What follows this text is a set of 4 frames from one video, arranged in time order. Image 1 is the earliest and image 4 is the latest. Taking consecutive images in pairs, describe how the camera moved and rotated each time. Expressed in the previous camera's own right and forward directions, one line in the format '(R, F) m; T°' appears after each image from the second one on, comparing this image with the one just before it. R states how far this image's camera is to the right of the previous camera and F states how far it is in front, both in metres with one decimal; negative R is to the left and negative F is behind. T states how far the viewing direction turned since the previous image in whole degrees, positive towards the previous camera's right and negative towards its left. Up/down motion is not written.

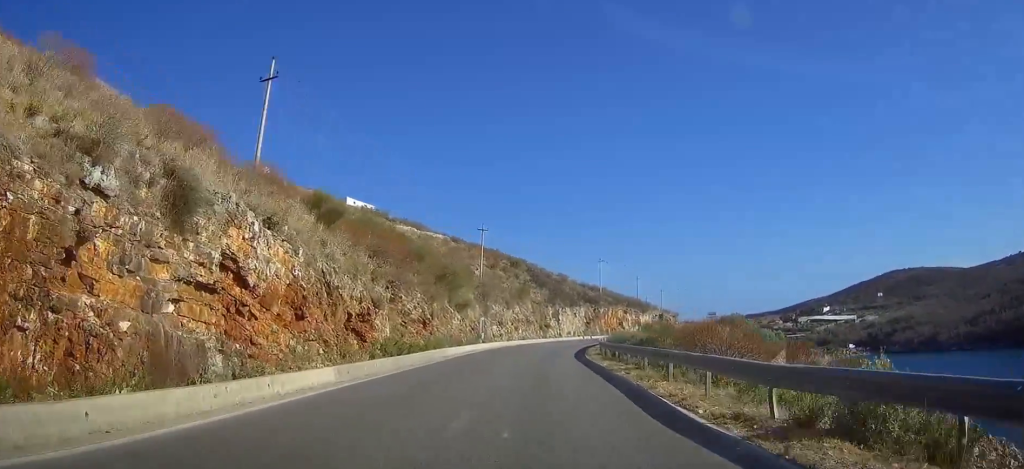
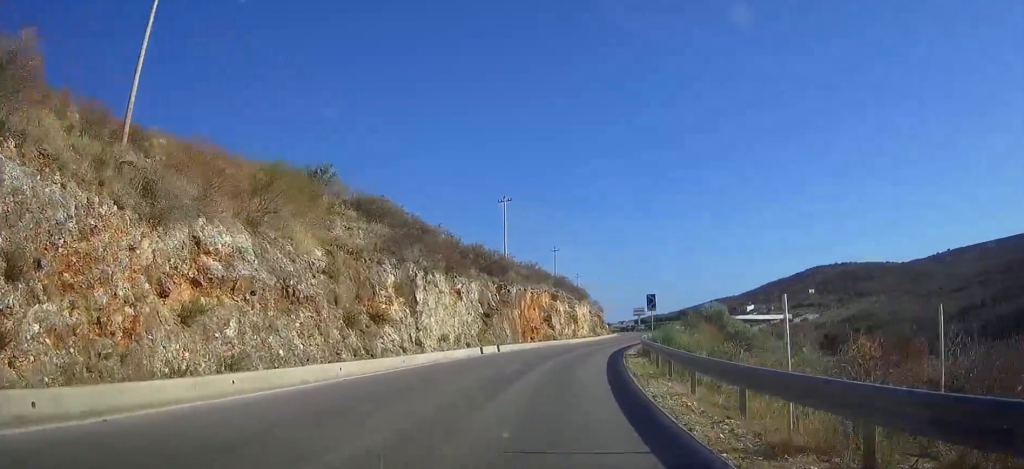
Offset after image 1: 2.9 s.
(+3.4, +56.5) m; +10°
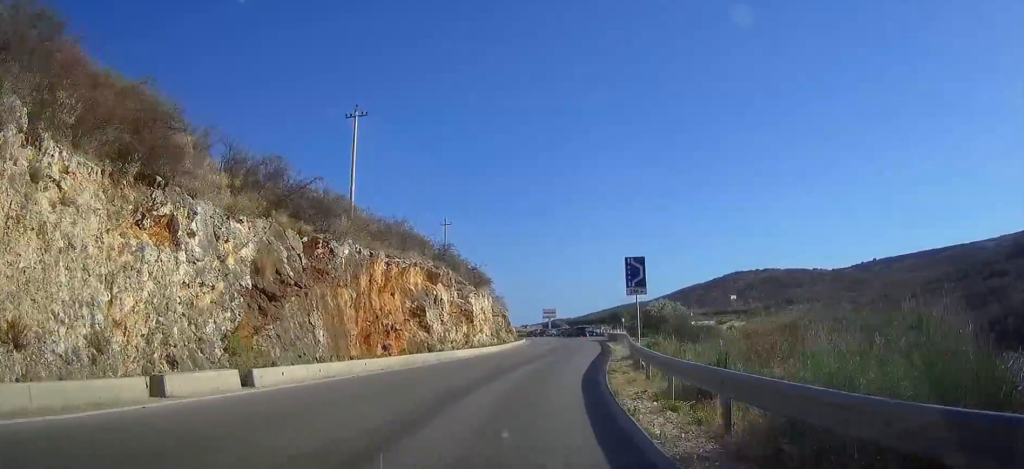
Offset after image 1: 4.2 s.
(+1.8, +25.5) m; +7°
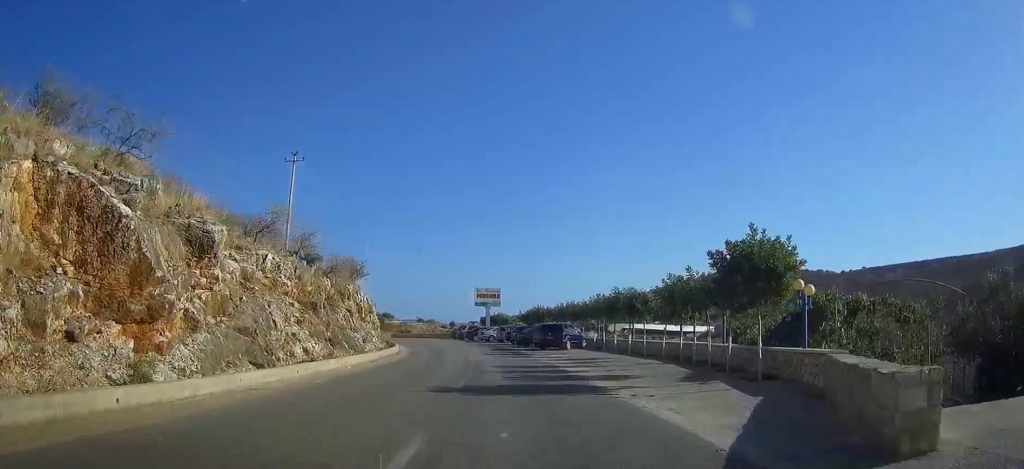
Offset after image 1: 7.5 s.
(+5.3, +66.3) m; +4°
